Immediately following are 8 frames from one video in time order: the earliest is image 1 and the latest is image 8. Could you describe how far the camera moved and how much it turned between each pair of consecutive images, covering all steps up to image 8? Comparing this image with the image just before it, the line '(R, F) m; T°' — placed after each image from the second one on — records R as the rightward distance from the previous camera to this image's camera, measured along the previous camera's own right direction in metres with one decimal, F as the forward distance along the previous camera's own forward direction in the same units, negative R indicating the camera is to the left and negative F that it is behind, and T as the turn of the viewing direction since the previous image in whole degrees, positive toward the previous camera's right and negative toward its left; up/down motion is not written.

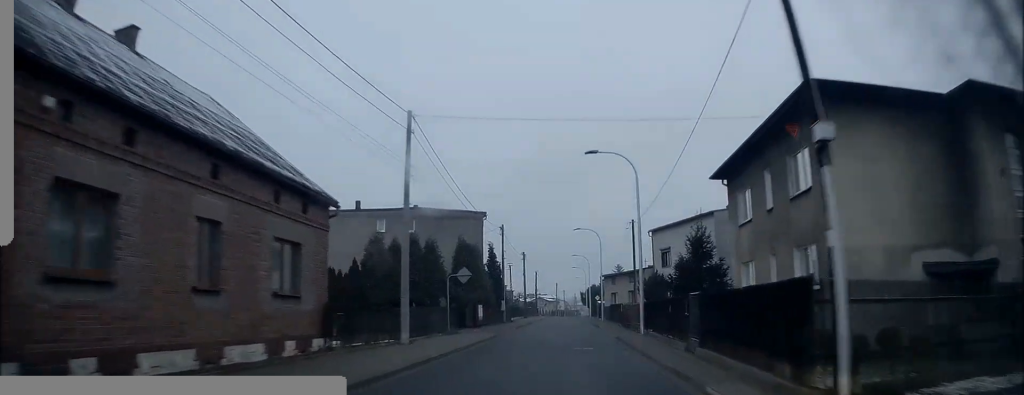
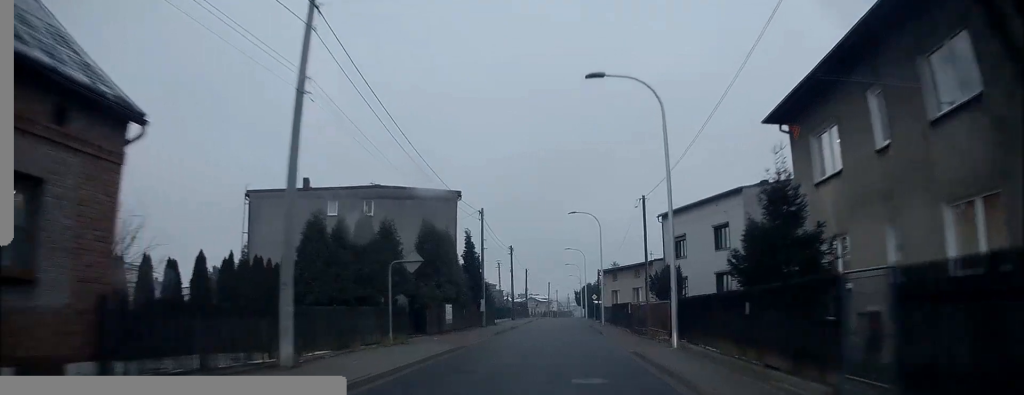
(0.0, +8.9) m; +1°
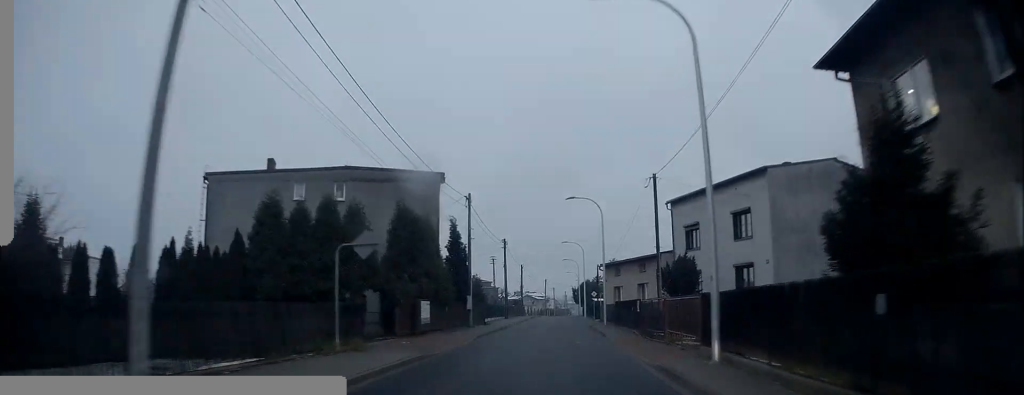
(+0.1, +4.8) m; +1°
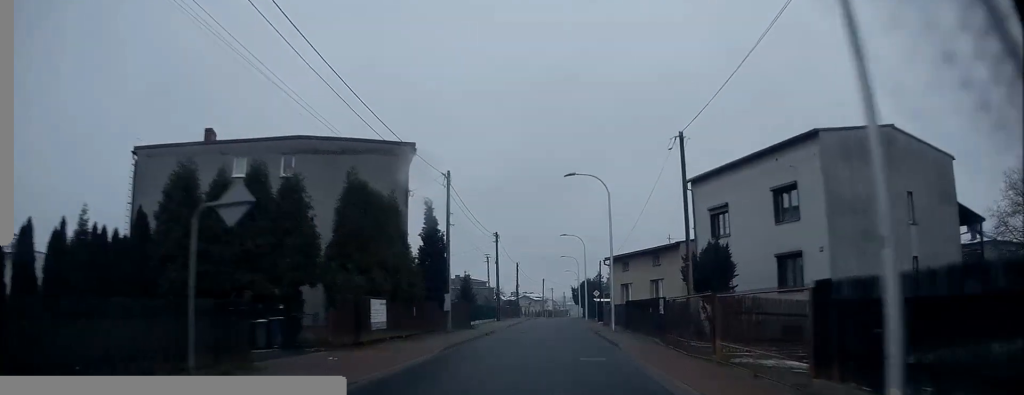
(0.0, +6.7) m; 0°
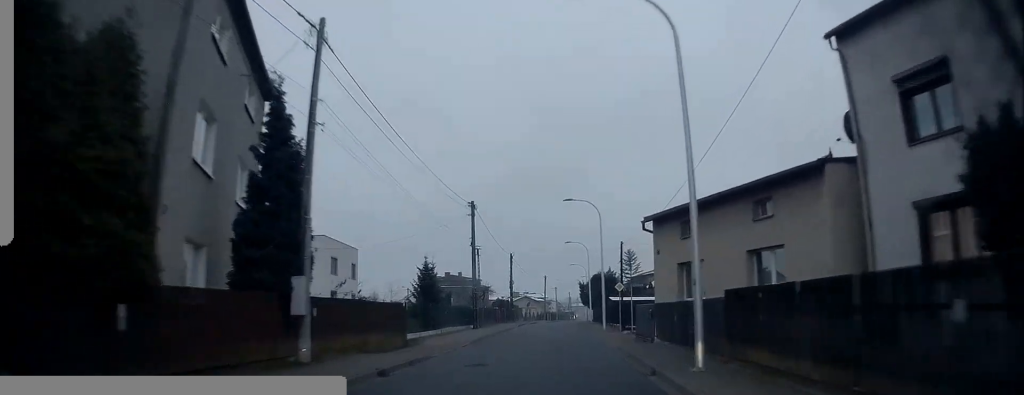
(+0.1, +18.3) m; 0°
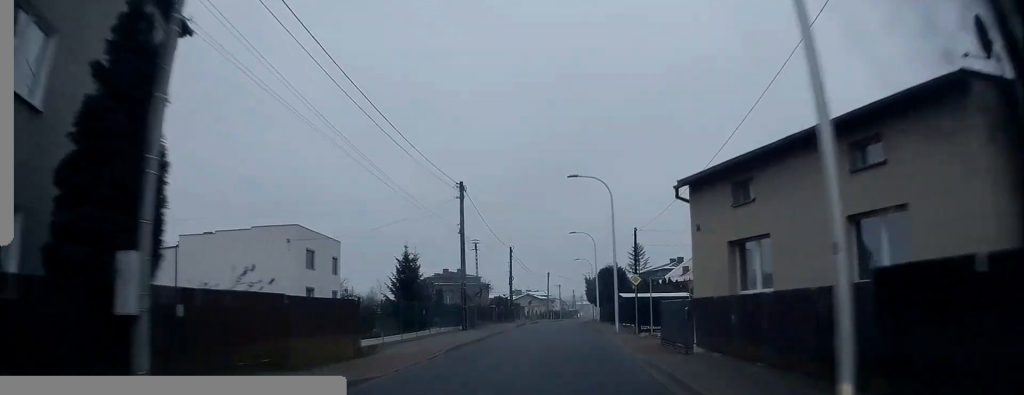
(+0.1, +6.0) m; -1°
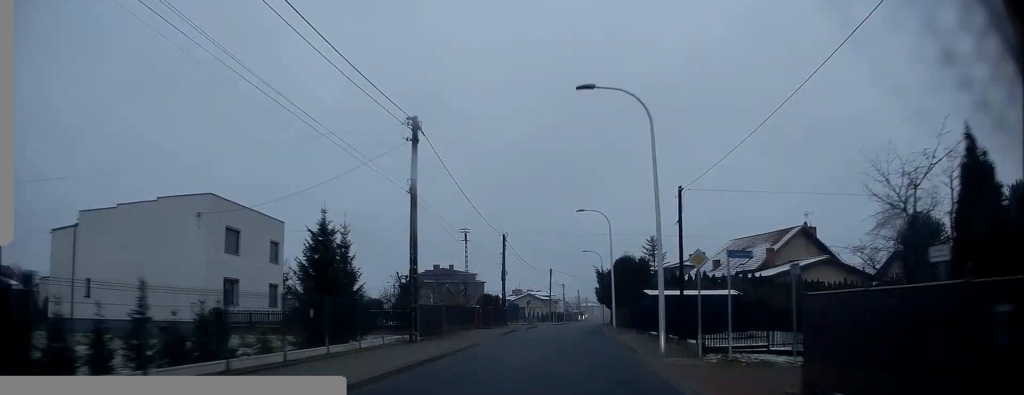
(-0.3, +12.6) m; -1°
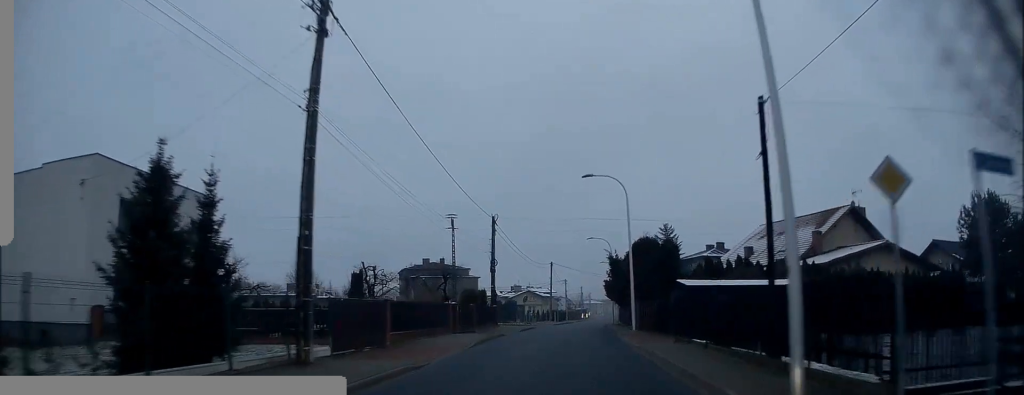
(+0.1, +10.1) m; 0°
